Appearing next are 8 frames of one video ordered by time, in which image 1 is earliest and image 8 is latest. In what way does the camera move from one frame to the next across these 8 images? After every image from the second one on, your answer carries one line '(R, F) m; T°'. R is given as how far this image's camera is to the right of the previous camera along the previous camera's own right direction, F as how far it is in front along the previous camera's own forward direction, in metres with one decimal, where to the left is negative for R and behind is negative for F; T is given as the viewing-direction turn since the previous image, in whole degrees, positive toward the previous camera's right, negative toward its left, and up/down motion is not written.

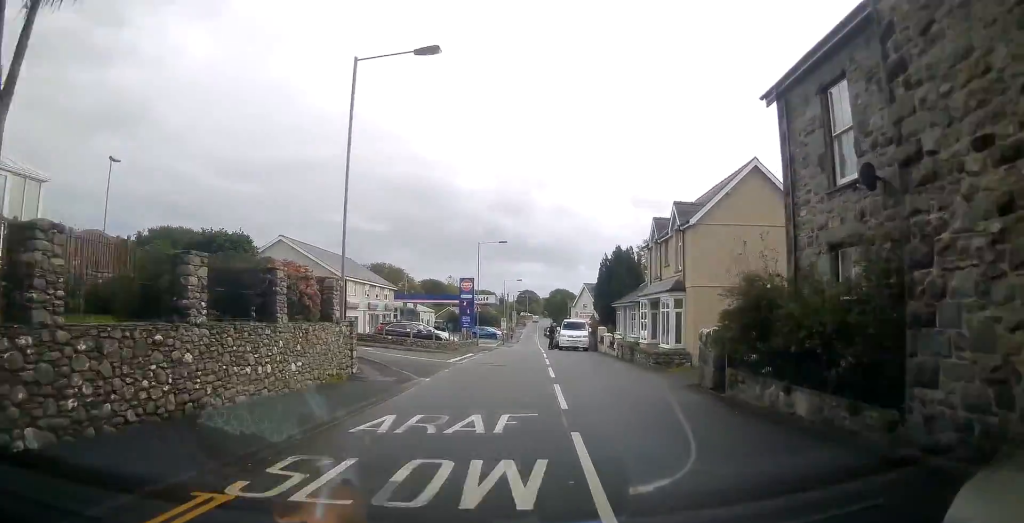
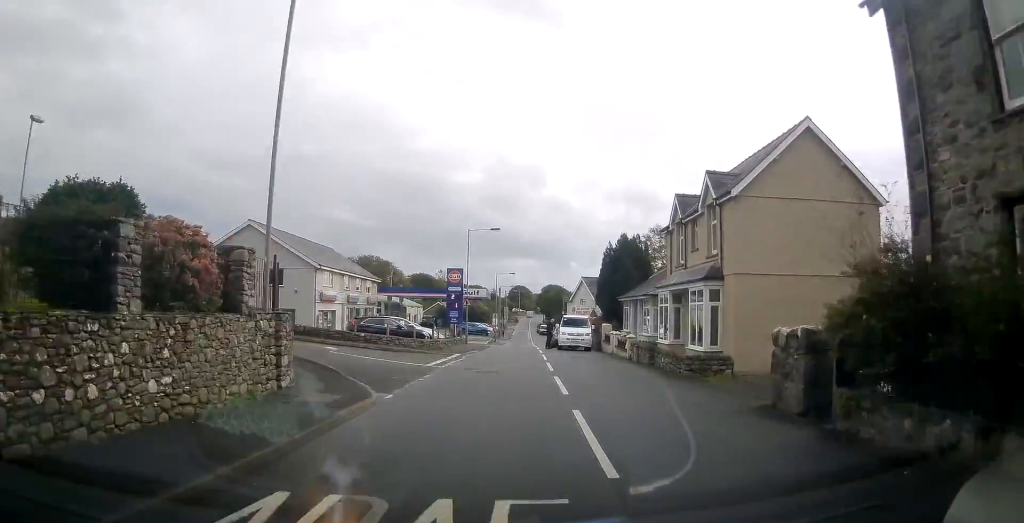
(0.0, +4.7) m; 0°
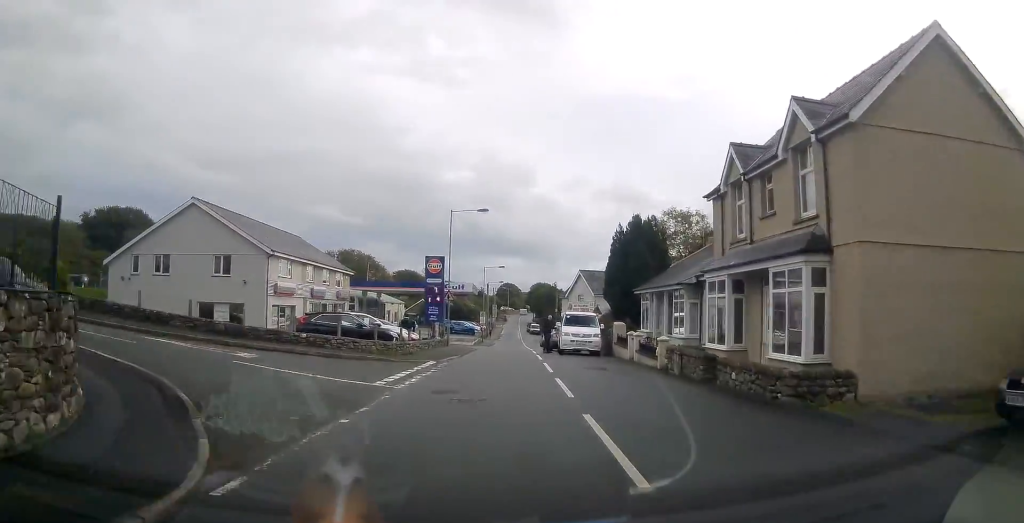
(0.0, +6.8) m; +1°
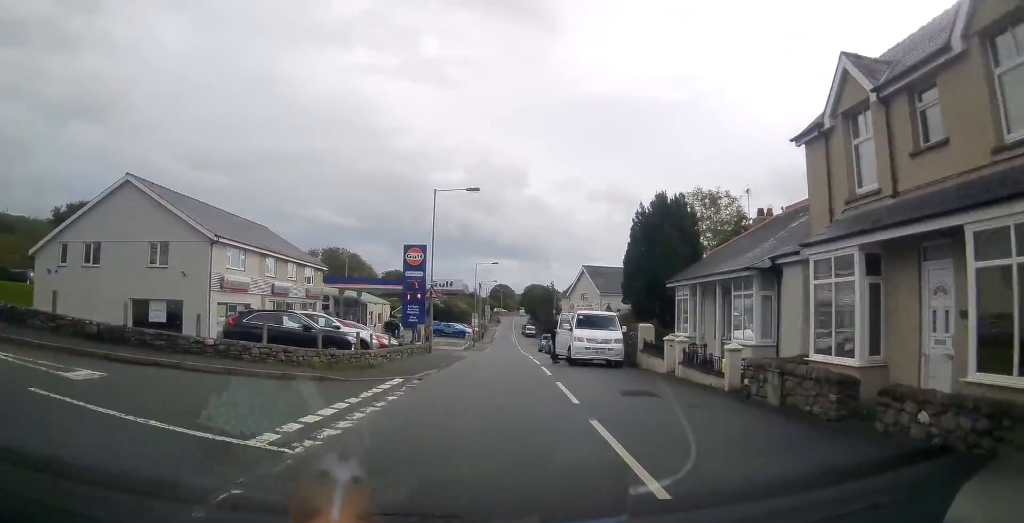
(+0.1, +6.4) m; +1°
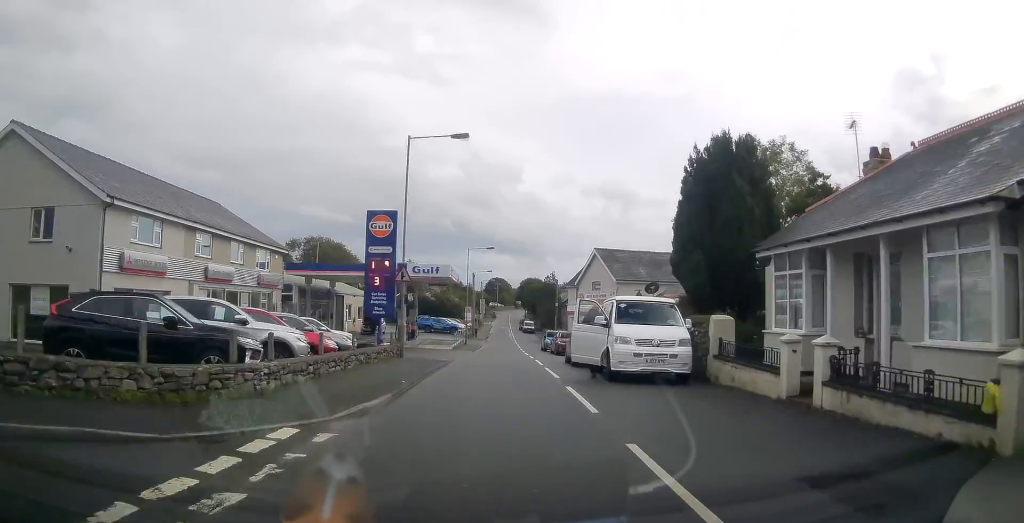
(+0.1, +8.2) m; +1°
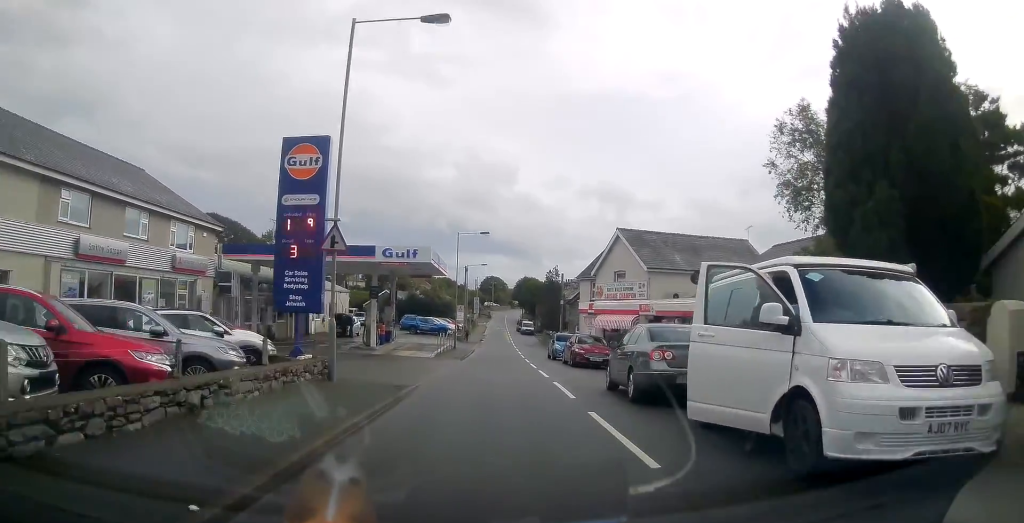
(0.0, +9.3) m; 0°
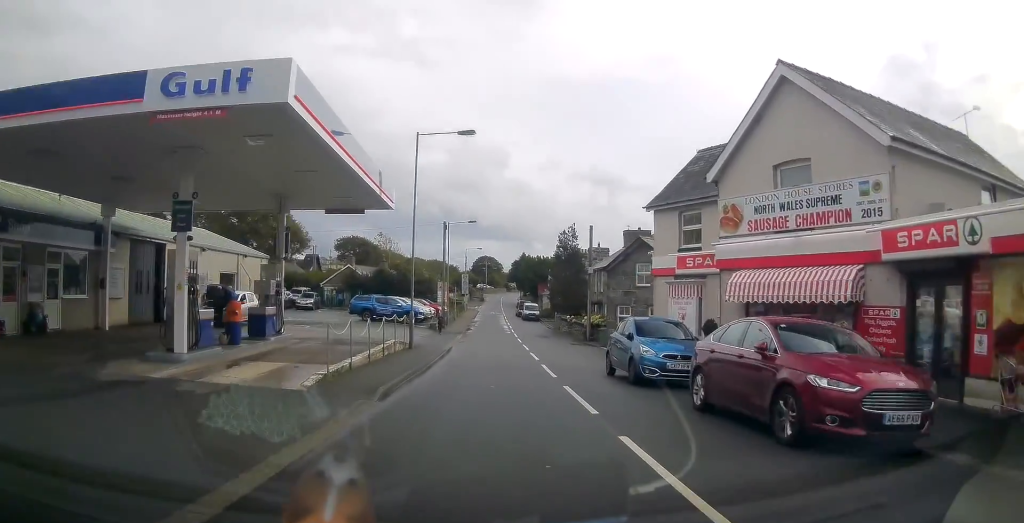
(+0.2, +20.4) m; +1°
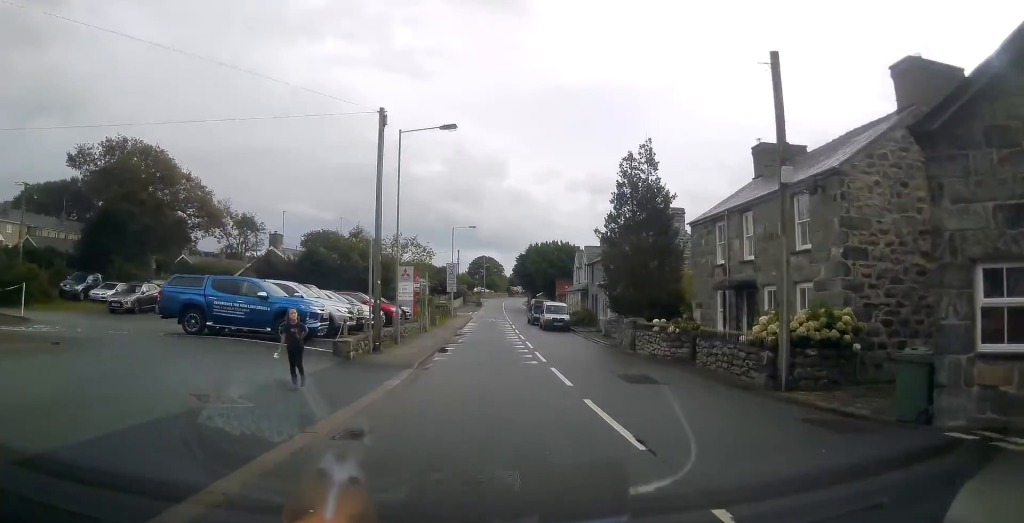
(-0.1, +25.5) m; 0°
